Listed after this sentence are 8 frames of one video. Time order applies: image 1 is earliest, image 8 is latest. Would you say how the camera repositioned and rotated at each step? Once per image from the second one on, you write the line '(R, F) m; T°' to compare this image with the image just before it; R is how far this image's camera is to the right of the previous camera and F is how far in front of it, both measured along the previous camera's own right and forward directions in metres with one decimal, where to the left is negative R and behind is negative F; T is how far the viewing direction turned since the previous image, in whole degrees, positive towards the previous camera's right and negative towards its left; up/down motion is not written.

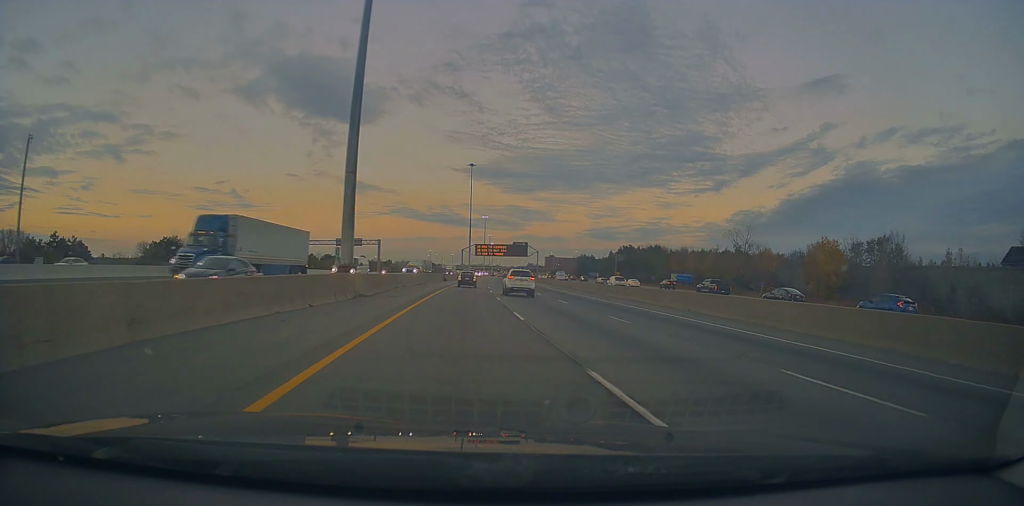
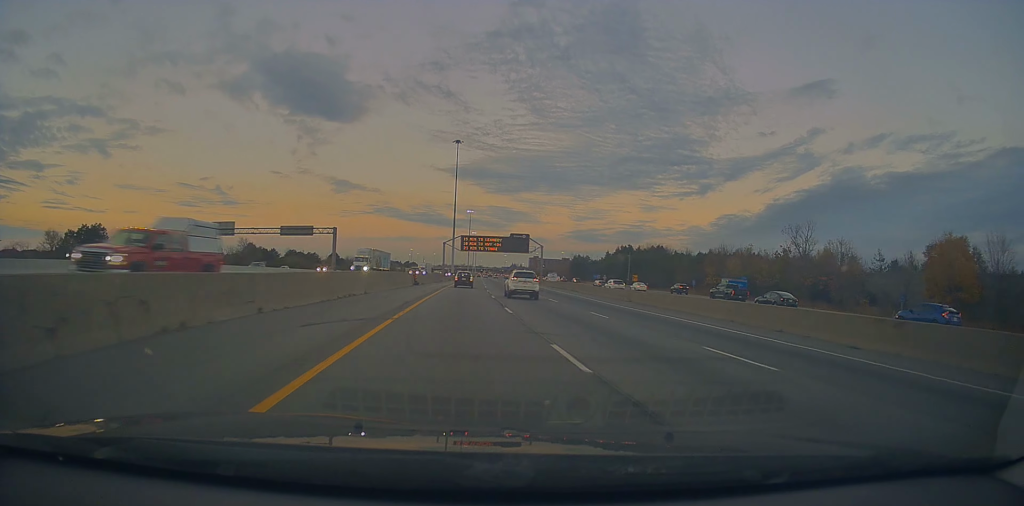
(+0.3, +33.3) m; +2°
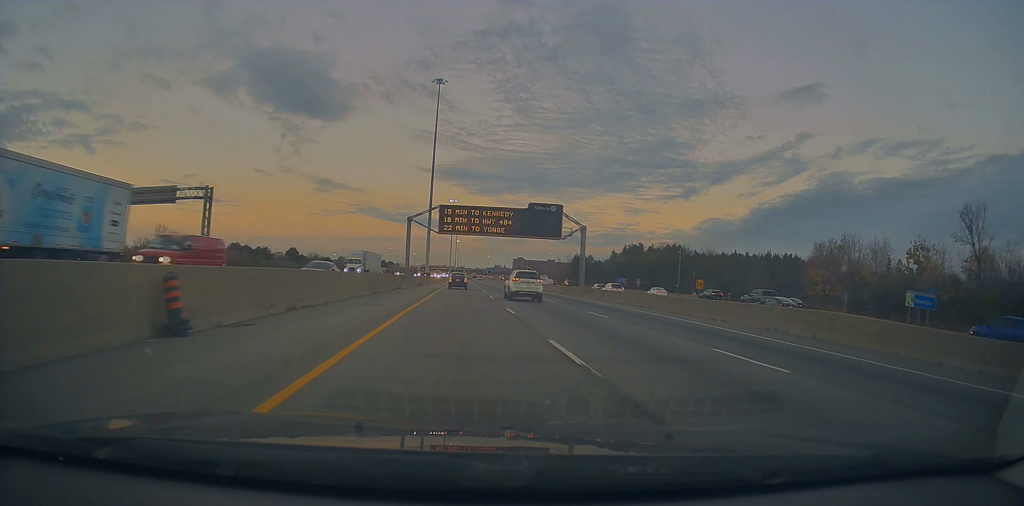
(+1.5, +49.0) m; +2°
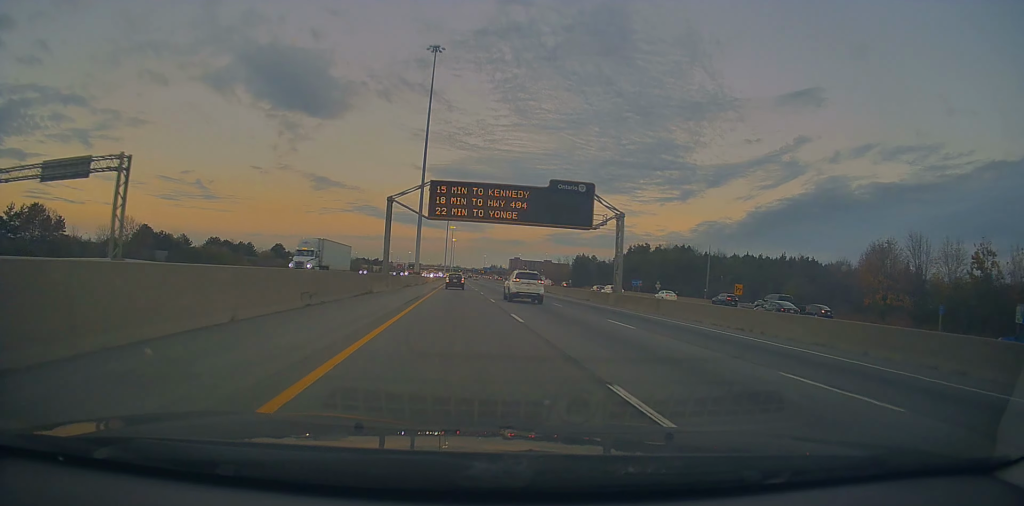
(+0.1, +15.6) m; 0°
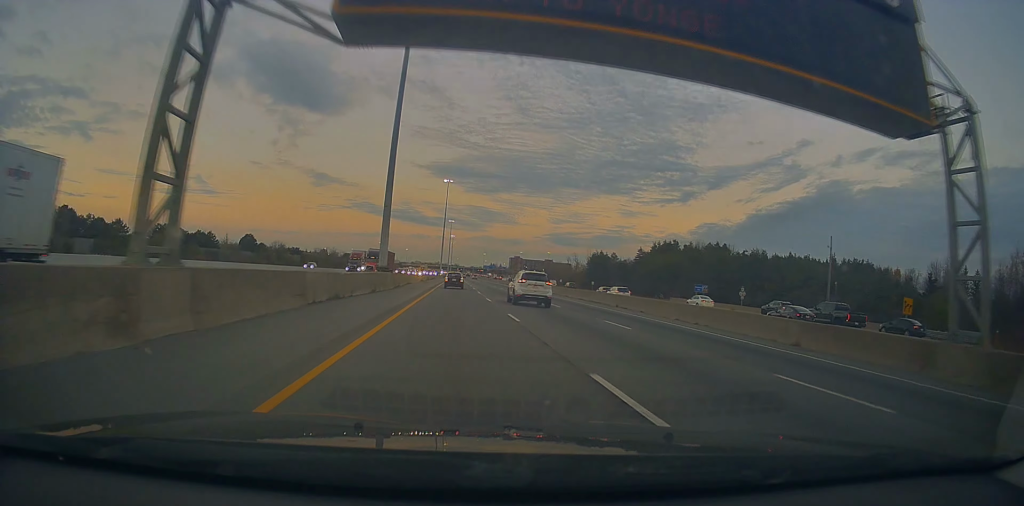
(+0.2, +36.1) m; 0°
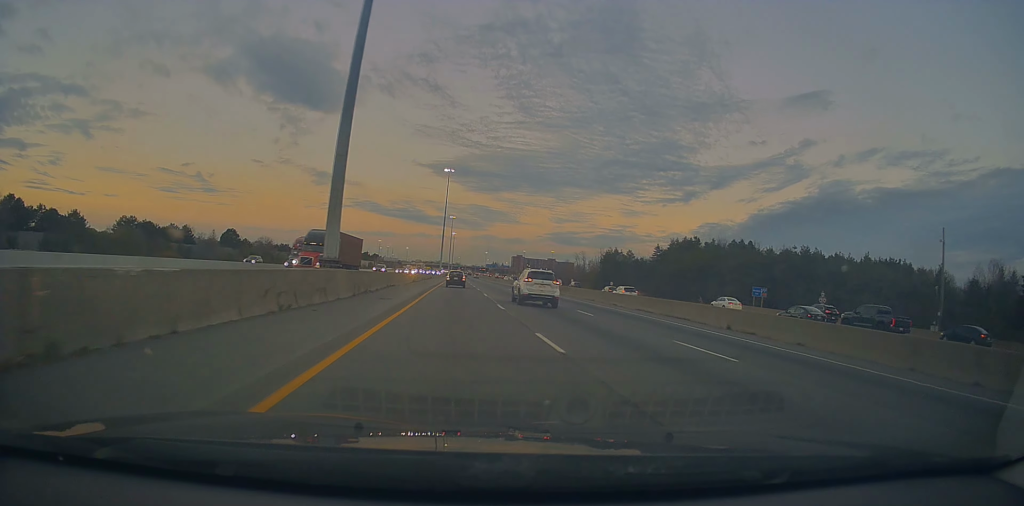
(-0.1, +19.3) m; 0°
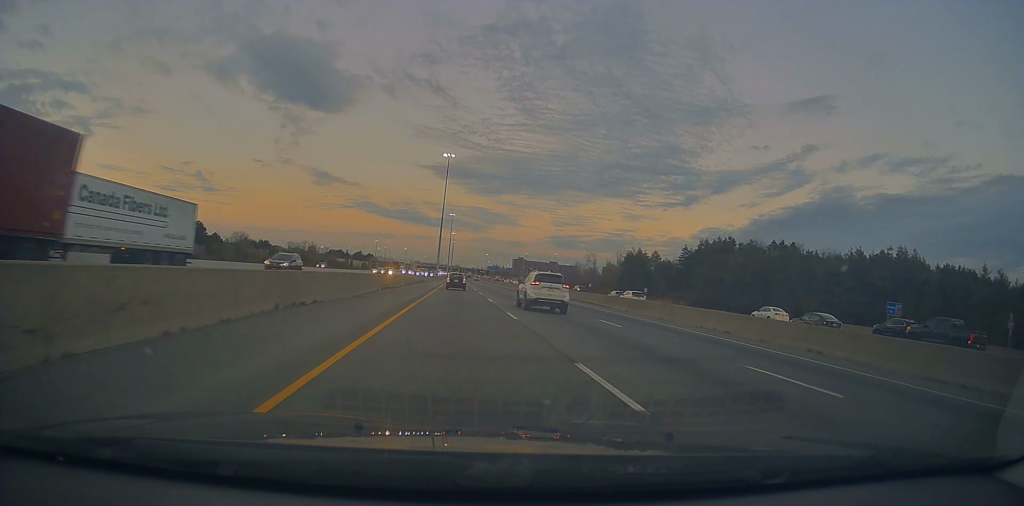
(-0.2, +27.8) m; 0°
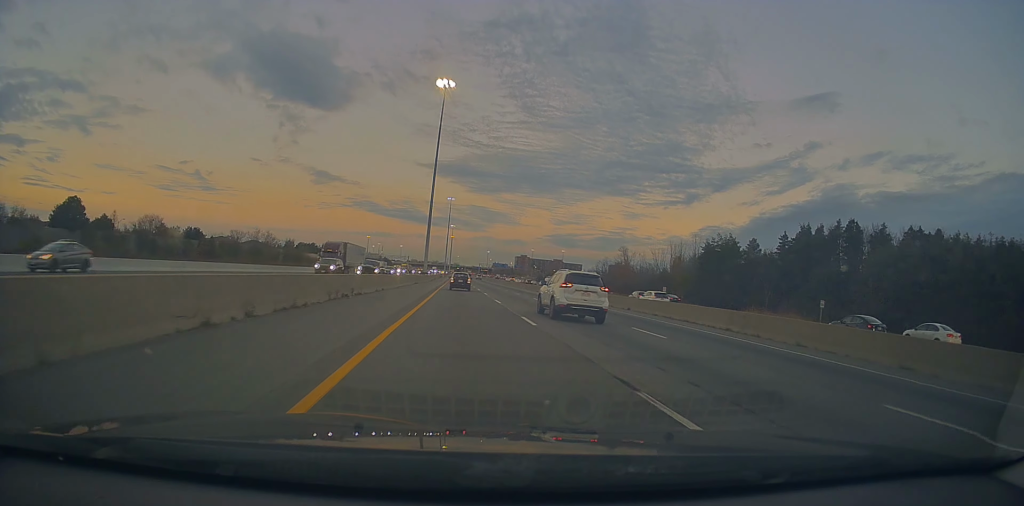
(+0.8, +63.2) m; 0°
